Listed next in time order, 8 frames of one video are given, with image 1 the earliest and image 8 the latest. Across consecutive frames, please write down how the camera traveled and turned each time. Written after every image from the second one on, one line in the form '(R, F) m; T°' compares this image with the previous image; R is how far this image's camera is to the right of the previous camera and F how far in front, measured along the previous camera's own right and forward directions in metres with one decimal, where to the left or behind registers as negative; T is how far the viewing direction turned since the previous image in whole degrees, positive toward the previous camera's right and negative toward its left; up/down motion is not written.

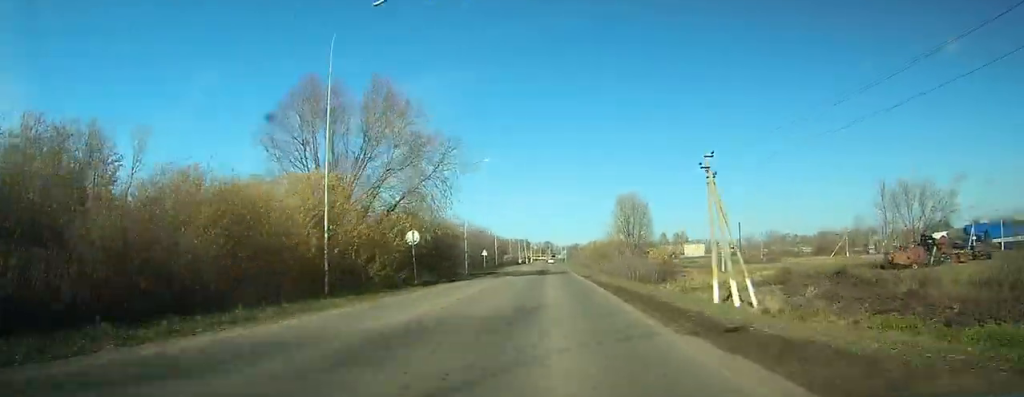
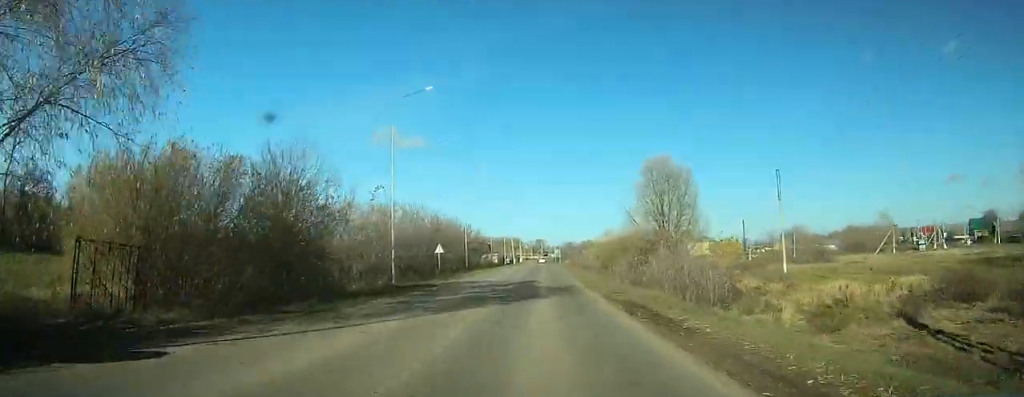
(0.0, +29.7) m; 0°
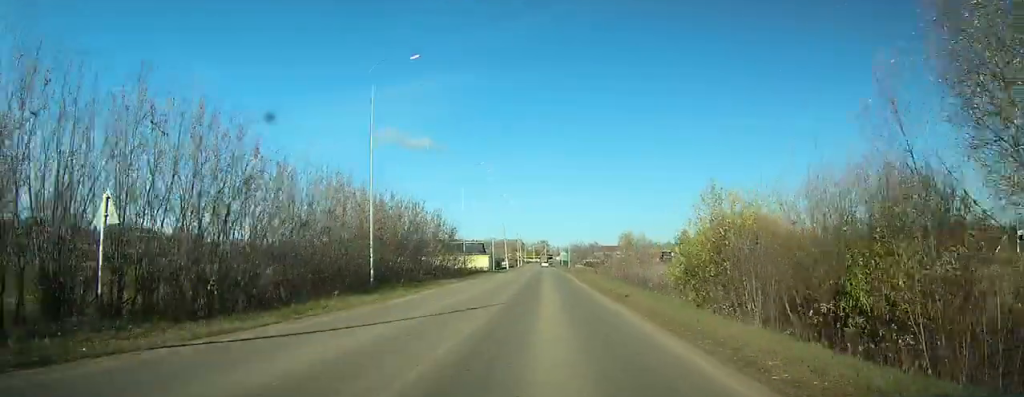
(+0.1, +46.7) m; 0°
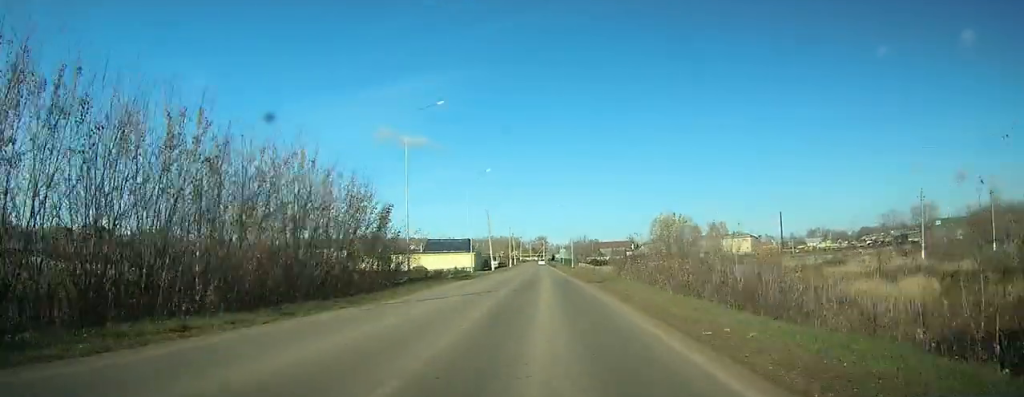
(0.0, +30.9) m; 0°
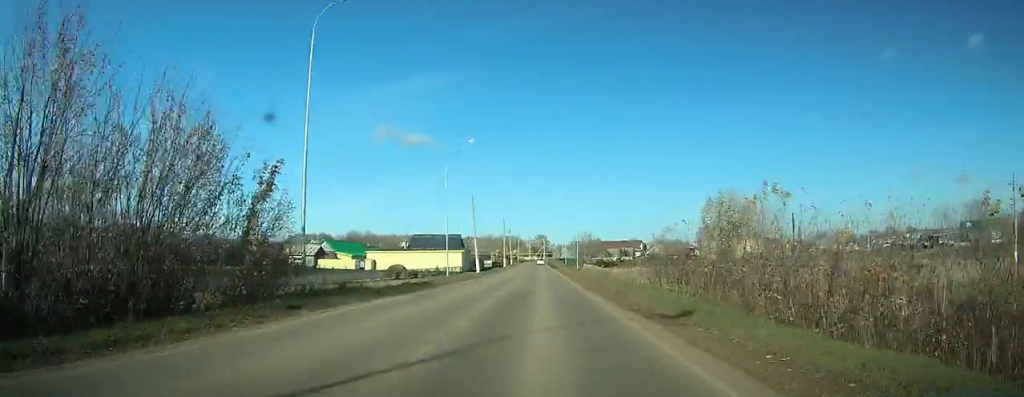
(+0.1, +21.0) m; 0°
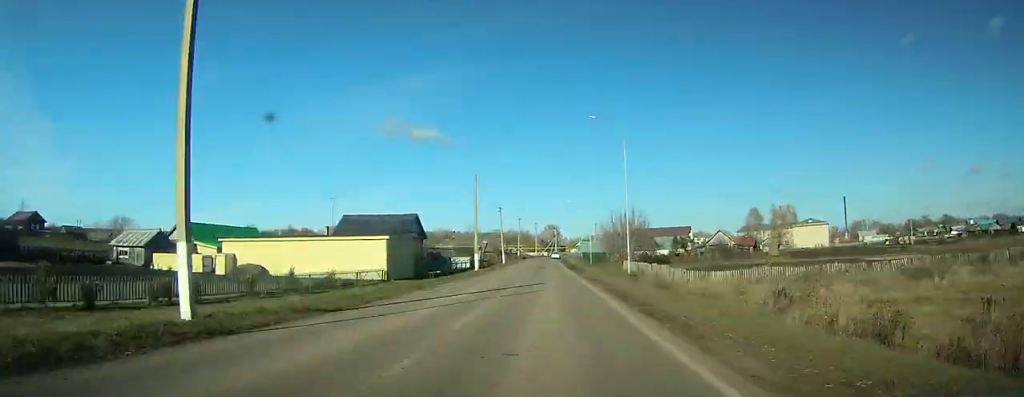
(-0.2, +57.4) m; 0°
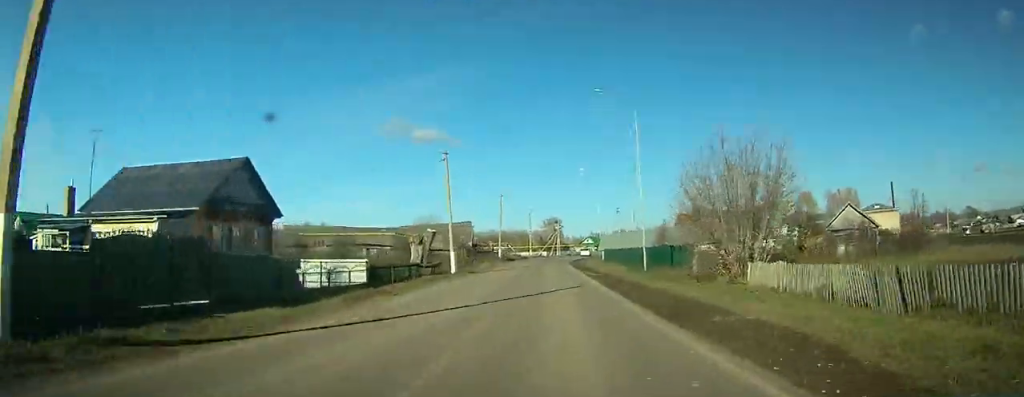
(+0.1, +43.2) m; 0°
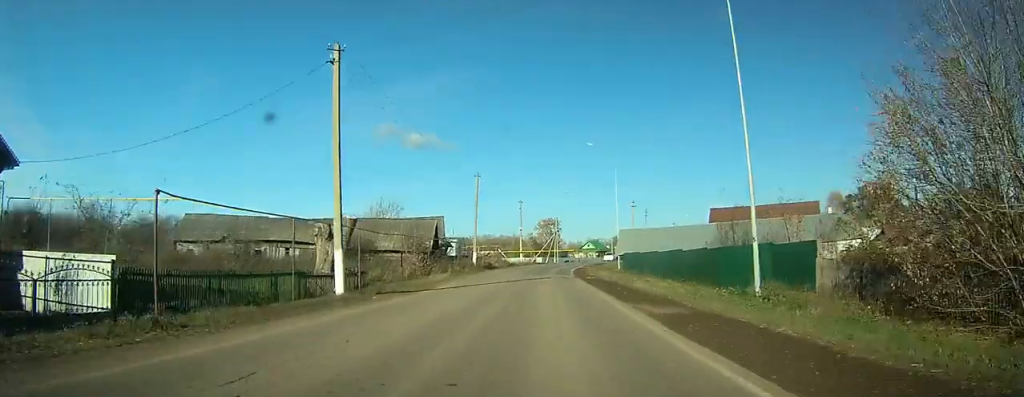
(0.0, +18.4) m; 0°
